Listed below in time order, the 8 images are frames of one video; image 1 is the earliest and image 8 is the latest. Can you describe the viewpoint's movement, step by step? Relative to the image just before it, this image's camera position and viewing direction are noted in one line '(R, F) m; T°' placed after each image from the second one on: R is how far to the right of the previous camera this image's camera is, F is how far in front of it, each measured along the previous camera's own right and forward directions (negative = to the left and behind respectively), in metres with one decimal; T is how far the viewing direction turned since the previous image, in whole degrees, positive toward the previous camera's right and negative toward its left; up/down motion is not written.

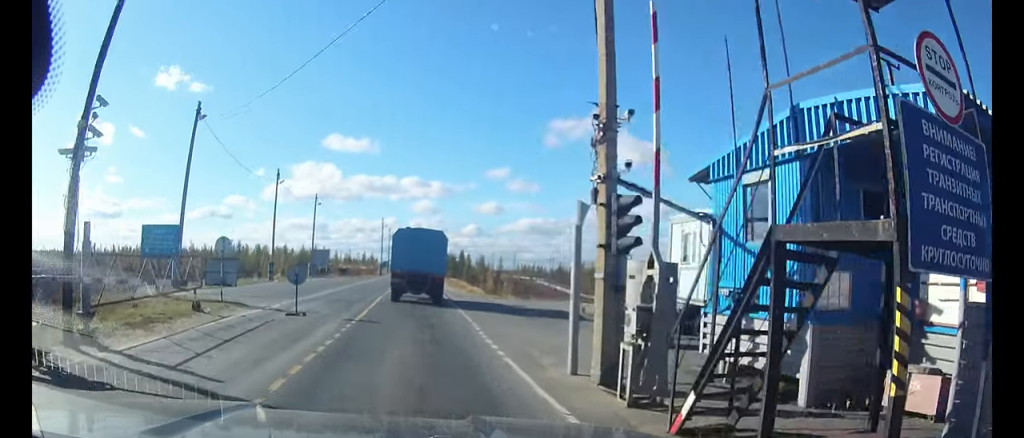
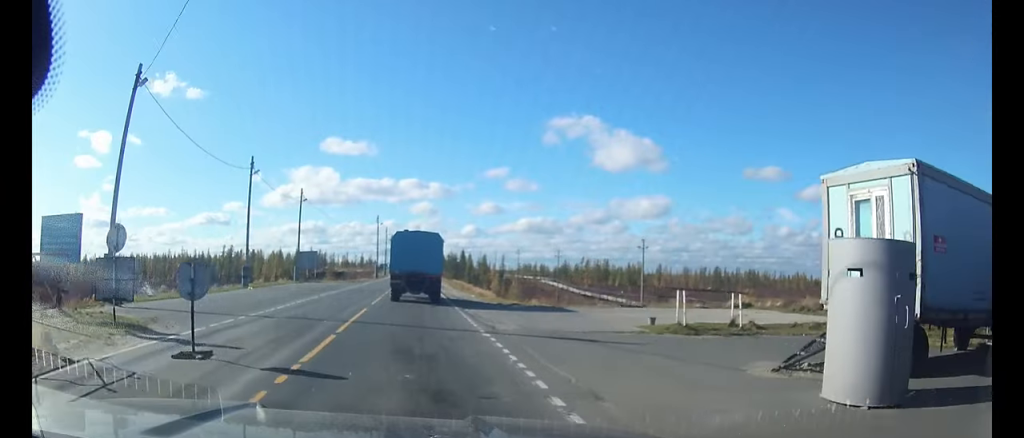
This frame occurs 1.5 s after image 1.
(-0.1, +8.5) m; -1°
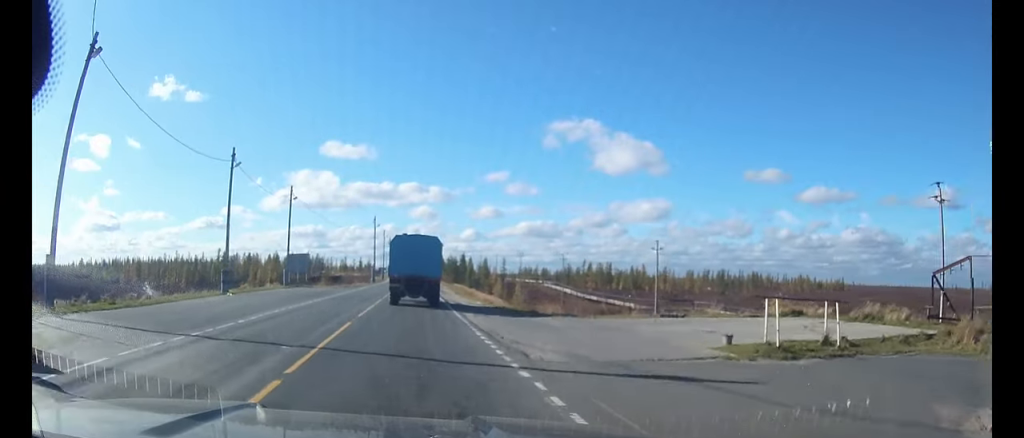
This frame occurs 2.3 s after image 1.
(0.0, +5.3) m; 0°
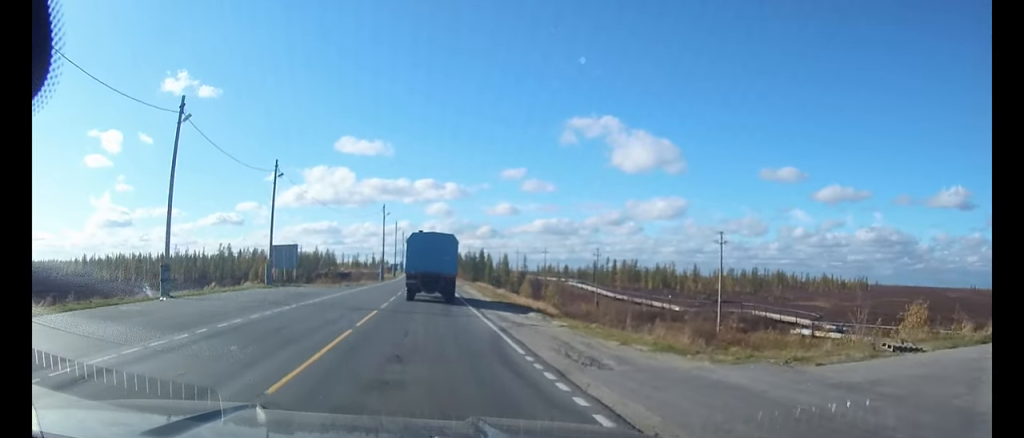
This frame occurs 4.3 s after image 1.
(+0.1, +13.2) m; 0°
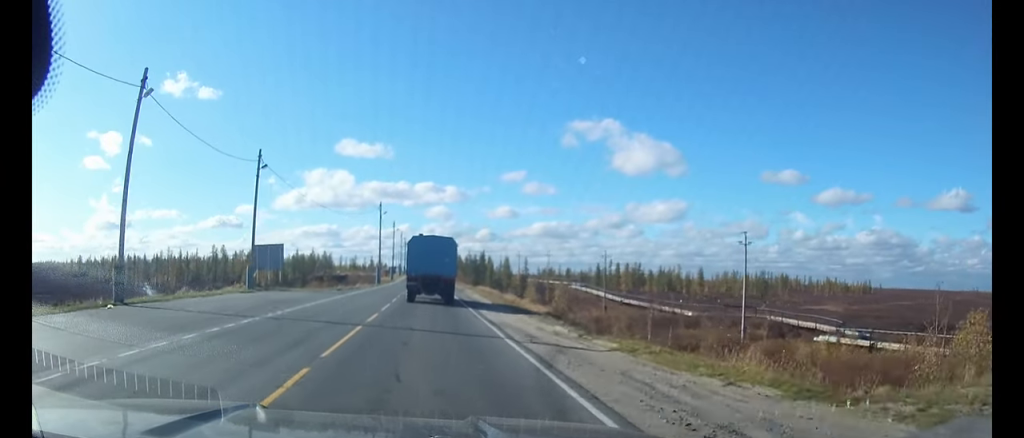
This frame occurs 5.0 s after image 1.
(0.0, +5.4) m; 0°
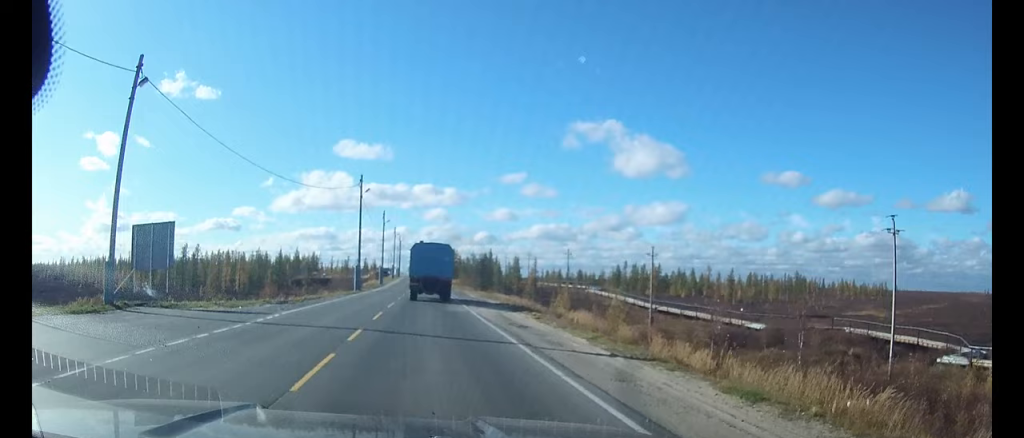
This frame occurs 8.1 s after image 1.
(0.0, +23.0) m; 0°
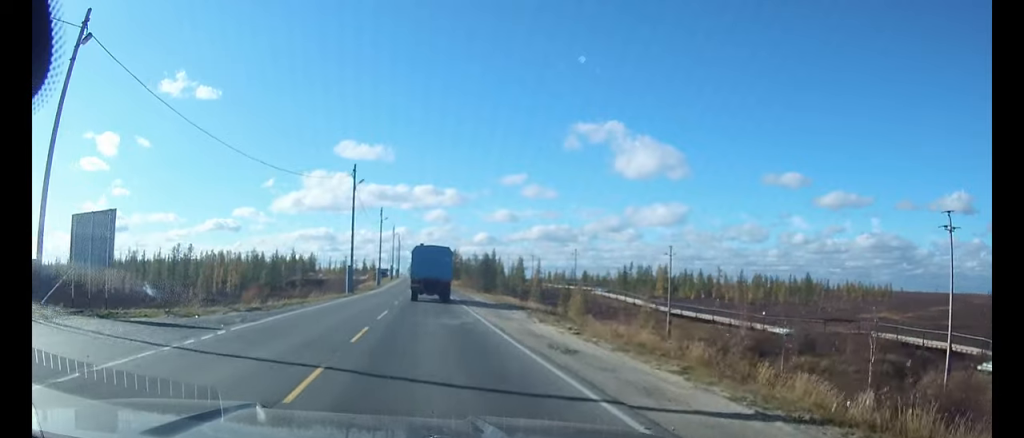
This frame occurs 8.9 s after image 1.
(0.0, +6.2) m; 0°
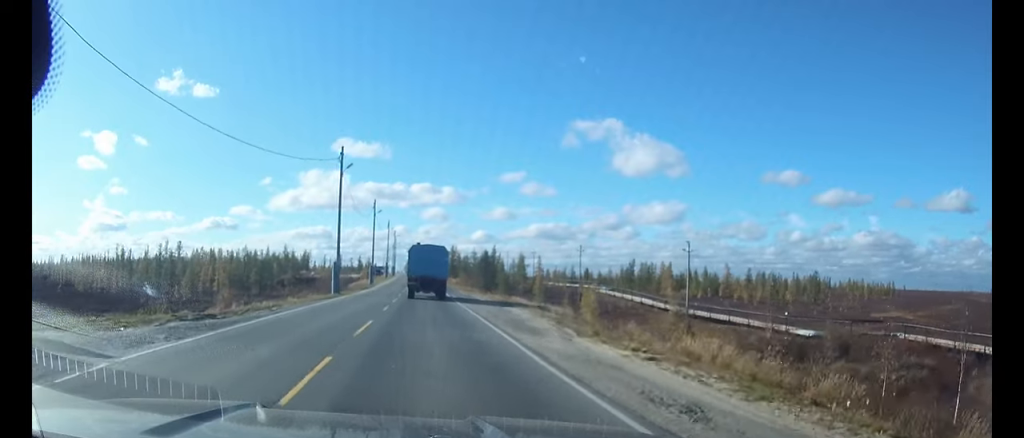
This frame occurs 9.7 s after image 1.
(-0.1, +6.5) m; 0°
